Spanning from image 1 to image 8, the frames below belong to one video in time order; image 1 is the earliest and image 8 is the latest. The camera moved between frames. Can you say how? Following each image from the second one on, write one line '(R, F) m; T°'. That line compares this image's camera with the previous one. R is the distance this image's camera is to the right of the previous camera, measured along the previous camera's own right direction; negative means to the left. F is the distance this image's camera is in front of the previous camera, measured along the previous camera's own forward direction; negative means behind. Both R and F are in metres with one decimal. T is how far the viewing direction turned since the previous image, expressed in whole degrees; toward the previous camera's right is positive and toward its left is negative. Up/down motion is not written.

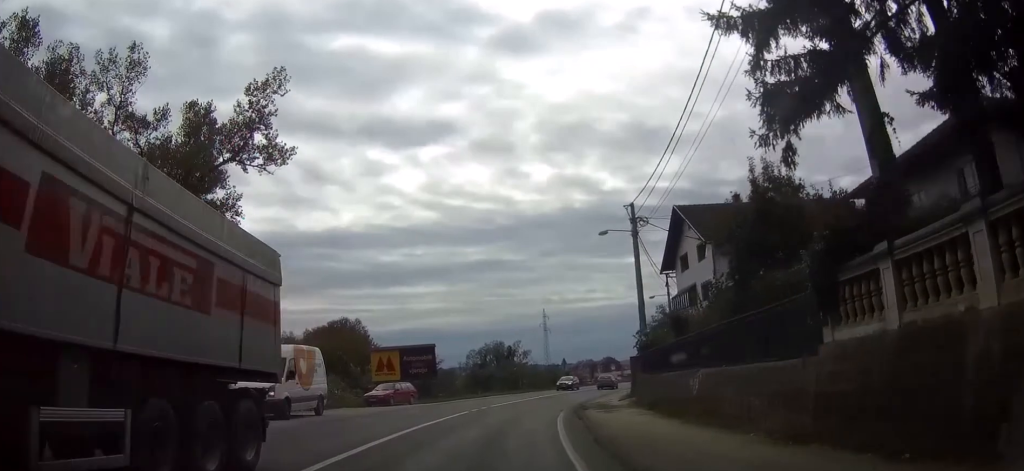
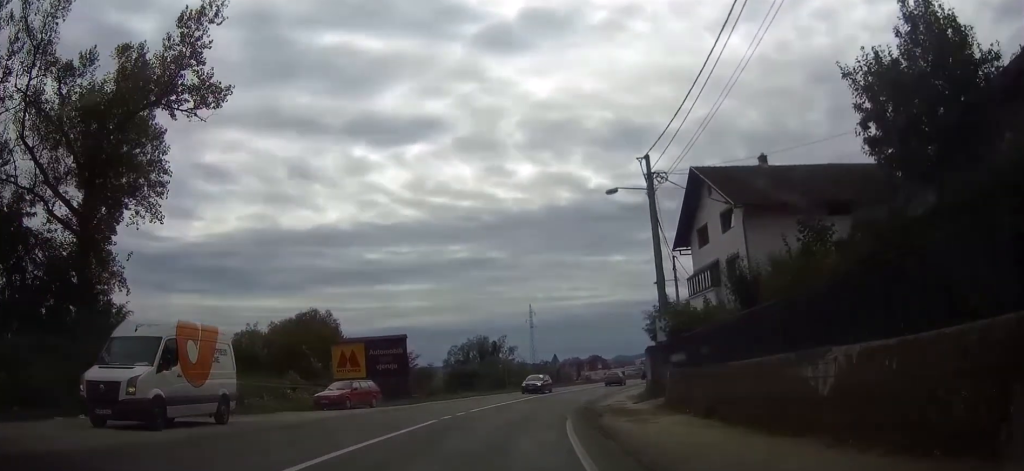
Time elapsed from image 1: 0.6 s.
(+0.1, +8.4) m; +1°
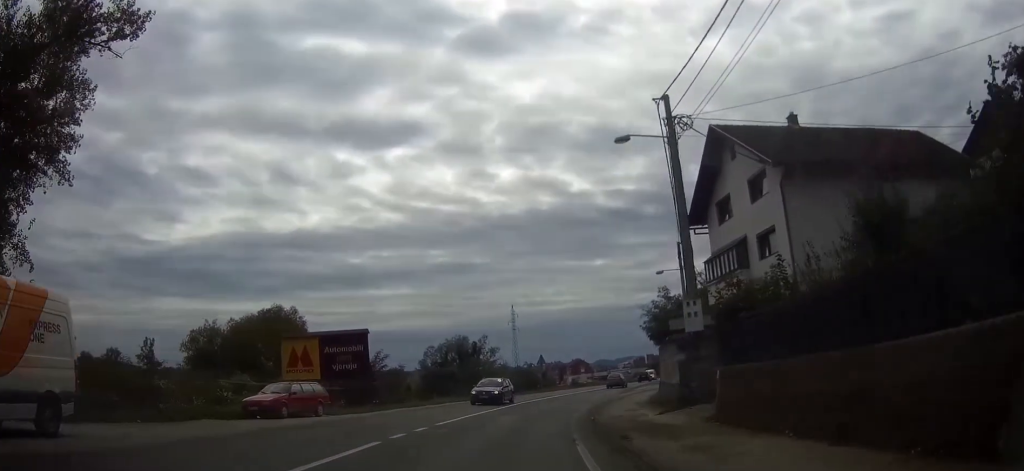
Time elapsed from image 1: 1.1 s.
(0.0, +7.4) m; +1°
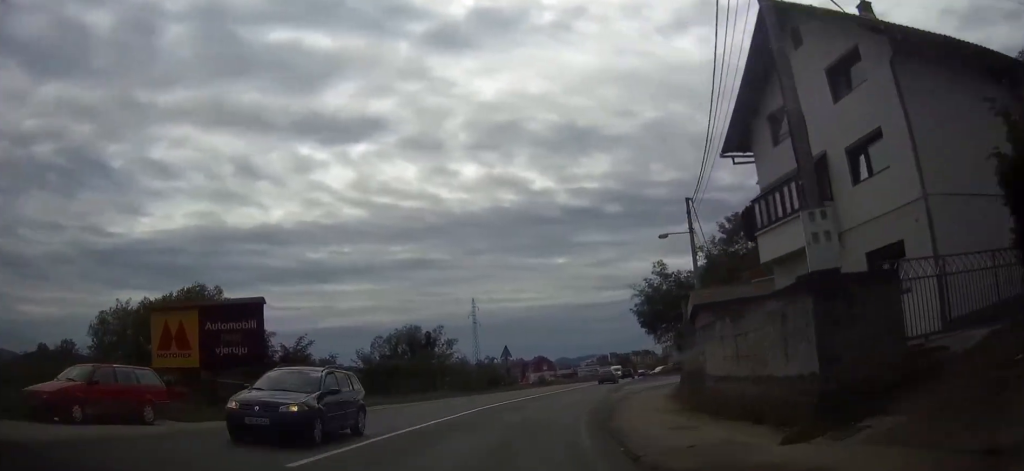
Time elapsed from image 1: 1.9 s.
(+0.3, +12.1) m; +3°
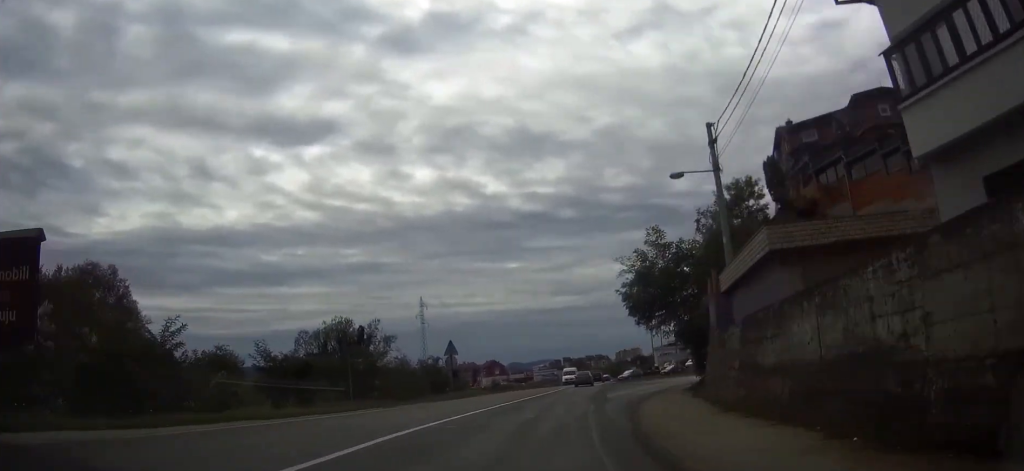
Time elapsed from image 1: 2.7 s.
(+0.3, +12.6) m; +3°
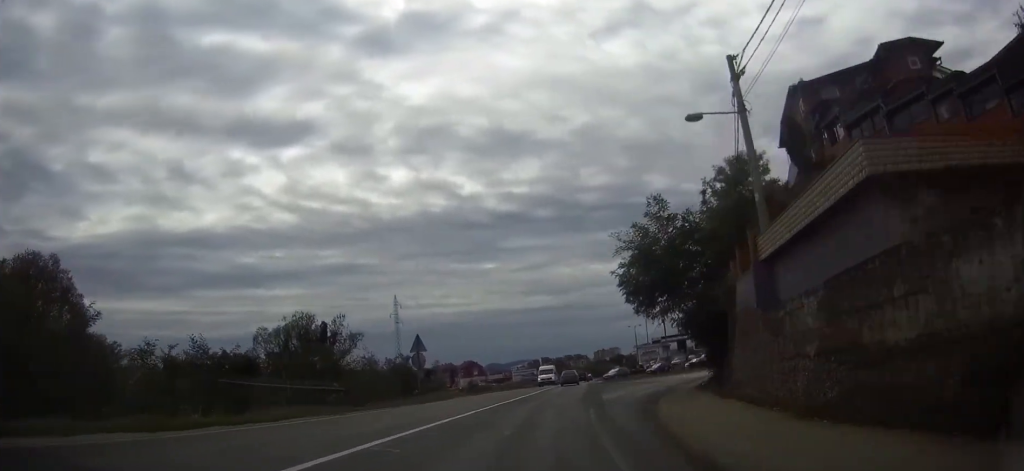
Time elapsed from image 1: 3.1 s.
(0.0, +6.0) m; +2°
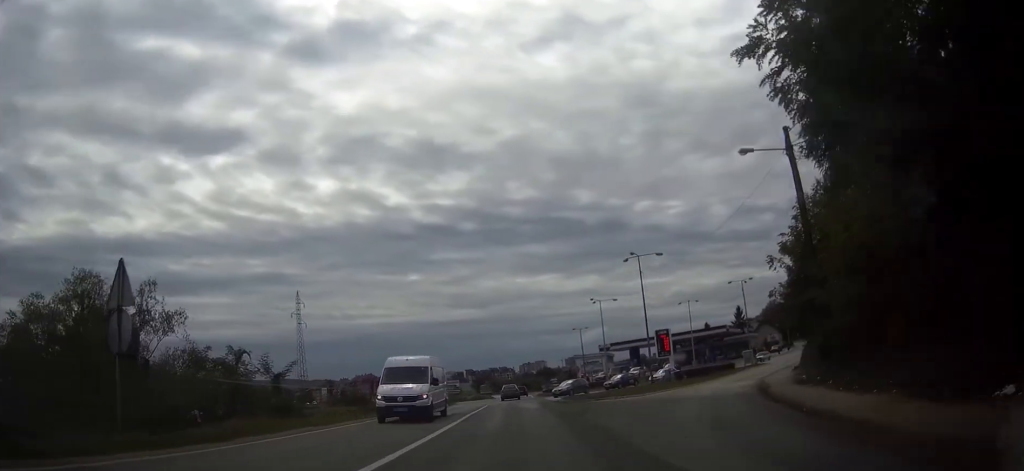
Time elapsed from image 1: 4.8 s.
(+1.8, +25.3) m; +7°
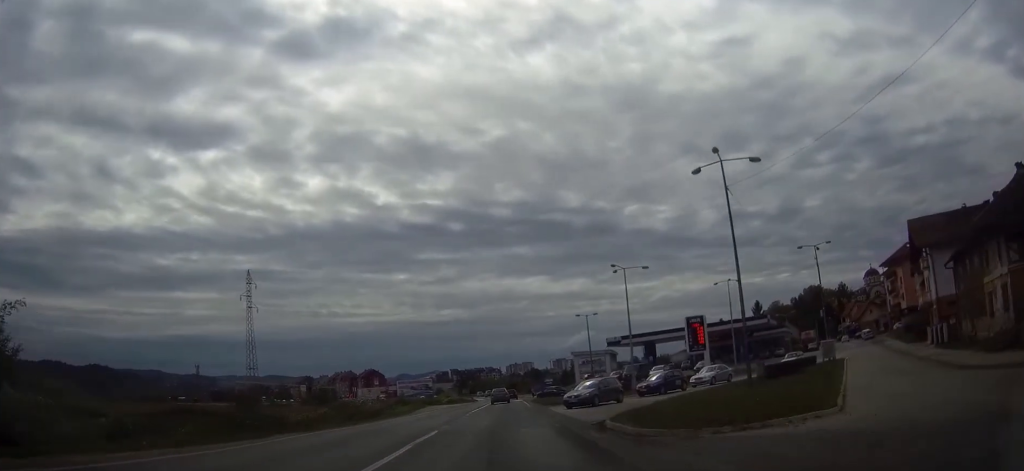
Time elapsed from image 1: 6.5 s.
(+0.9, +24.0) m; +3°
